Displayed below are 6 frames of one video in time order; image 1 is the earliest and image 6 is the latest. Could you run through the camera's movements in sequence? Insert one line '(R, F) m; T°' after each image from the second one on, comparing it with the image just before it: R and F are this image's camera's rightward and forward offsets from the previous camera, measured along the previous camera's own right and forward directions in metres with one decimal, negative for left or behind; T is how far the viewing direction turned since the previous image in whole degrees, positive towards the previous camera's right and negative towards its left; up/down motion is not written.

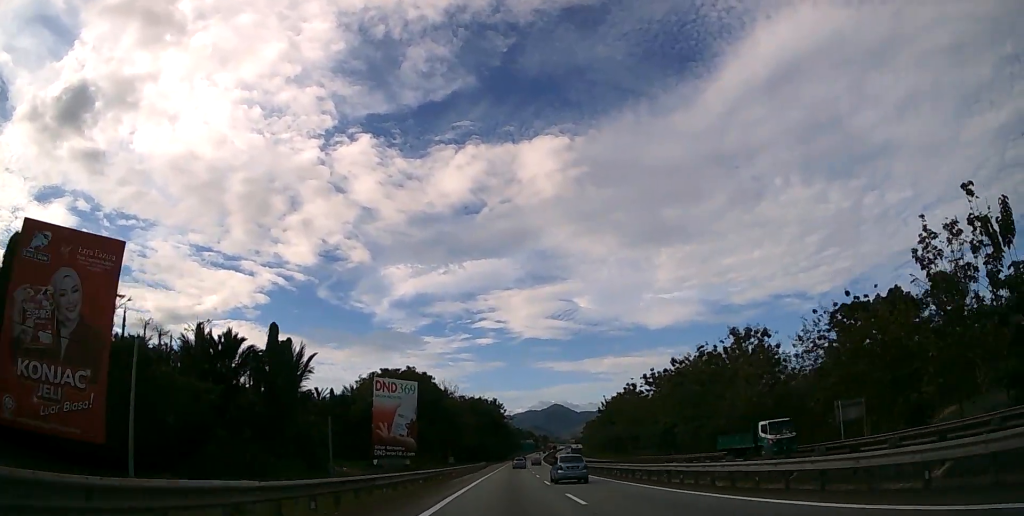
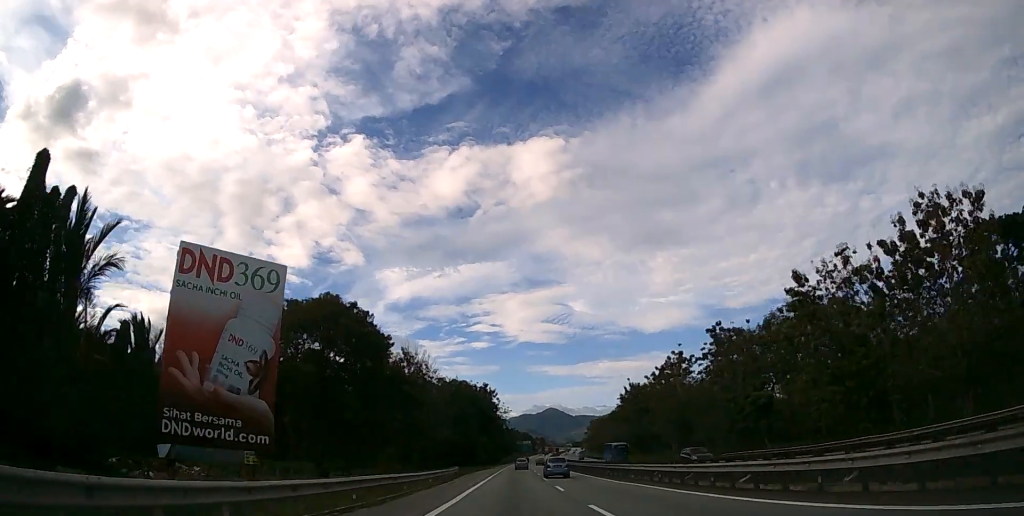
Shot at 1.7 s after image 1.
(+0.3, +41.4) m; +1°
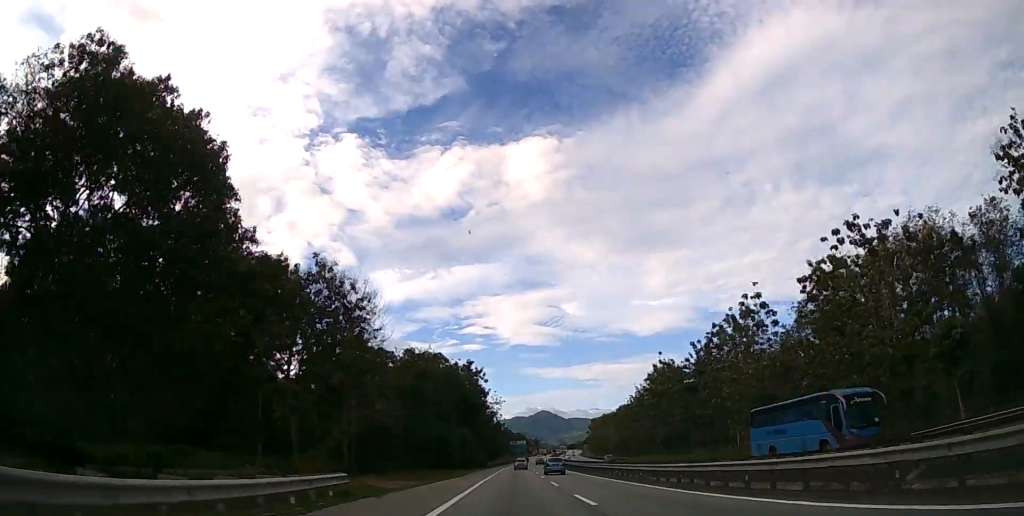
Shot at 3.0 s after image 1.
(+0.2, +33.4) m; +1°
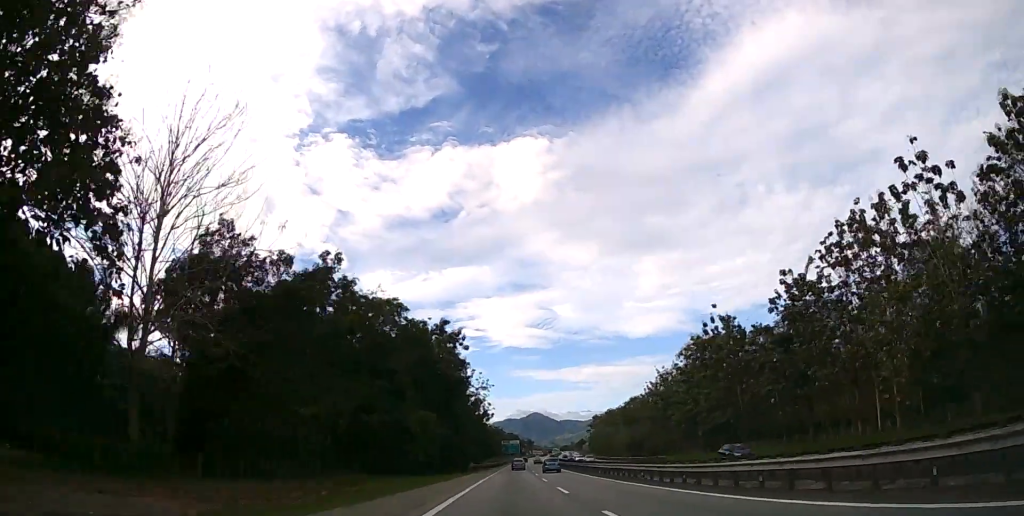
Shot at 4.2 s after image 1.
(+0.1, +32.0) m; +1°
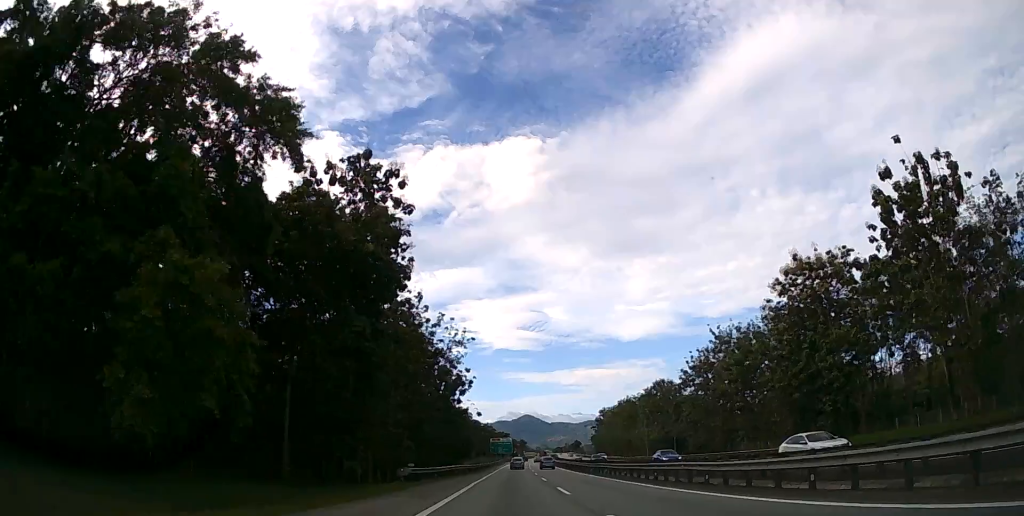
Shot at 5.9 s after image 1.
(+0.5, +41.8) m; +1°
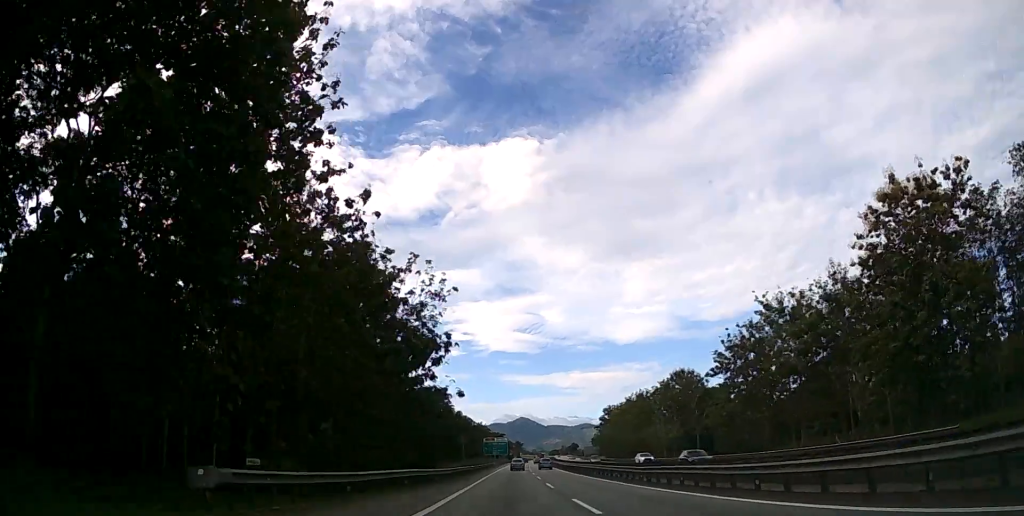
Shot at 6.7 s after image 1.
(0.0, +20.0) m; 0°
